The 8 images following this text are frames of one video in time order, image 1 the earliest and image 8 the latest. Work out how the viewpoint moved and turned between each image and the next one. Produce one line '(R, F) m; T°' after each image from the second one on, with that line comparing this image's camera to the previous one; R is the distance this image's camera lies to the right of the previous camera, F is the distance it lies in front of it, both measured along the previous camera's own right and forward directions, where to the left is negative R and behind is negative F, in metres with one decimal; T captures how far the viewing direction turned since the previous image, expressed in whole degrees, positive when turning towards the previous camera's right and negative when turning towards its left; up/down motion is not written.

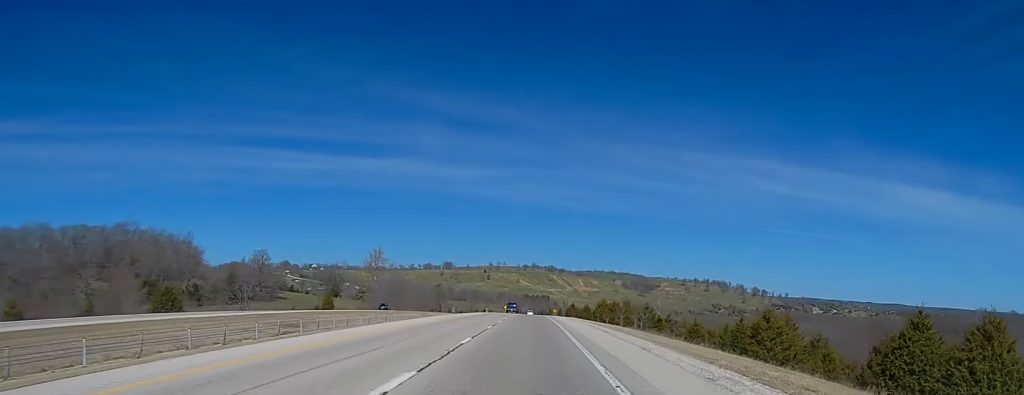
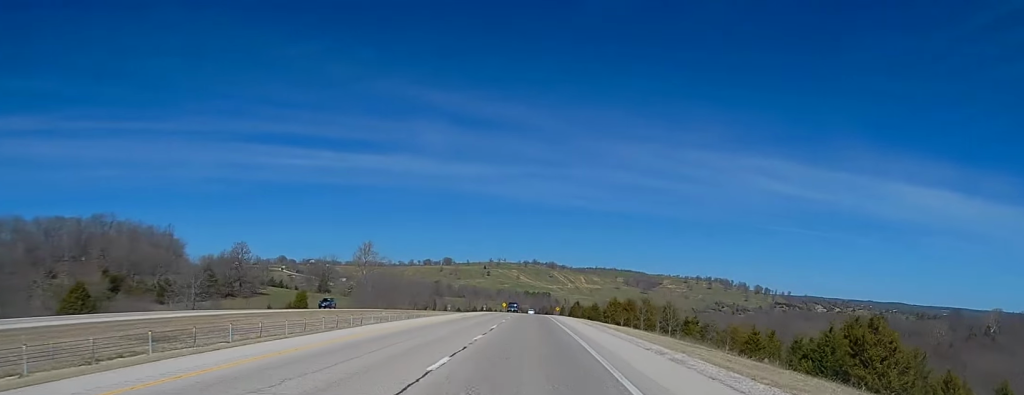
(0.0, +21.7) m; -1°
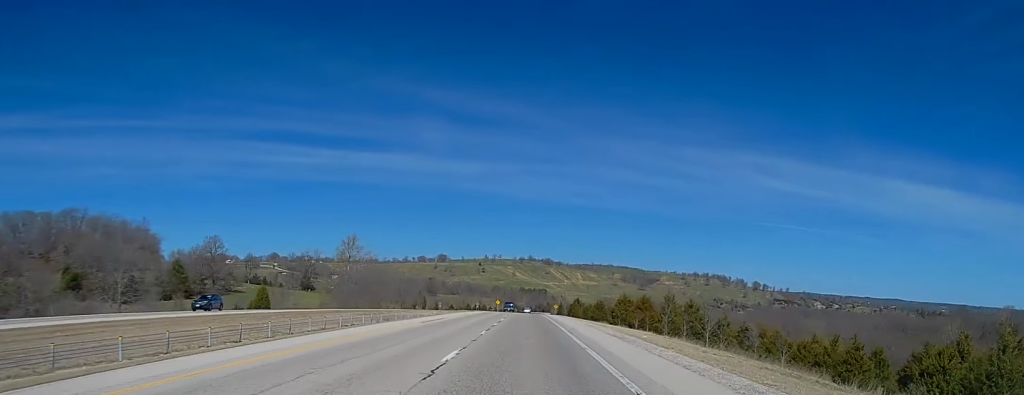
(0.0, +20.4) m; -1°
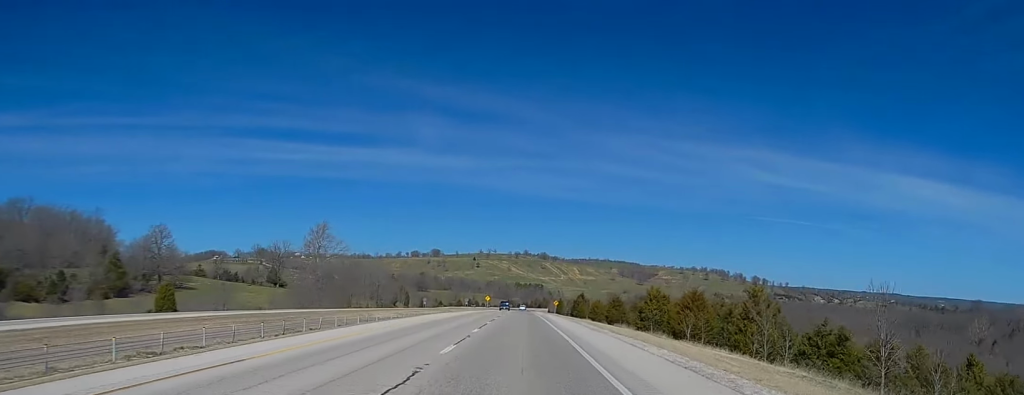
(-0.2, +35.6) m; +1°
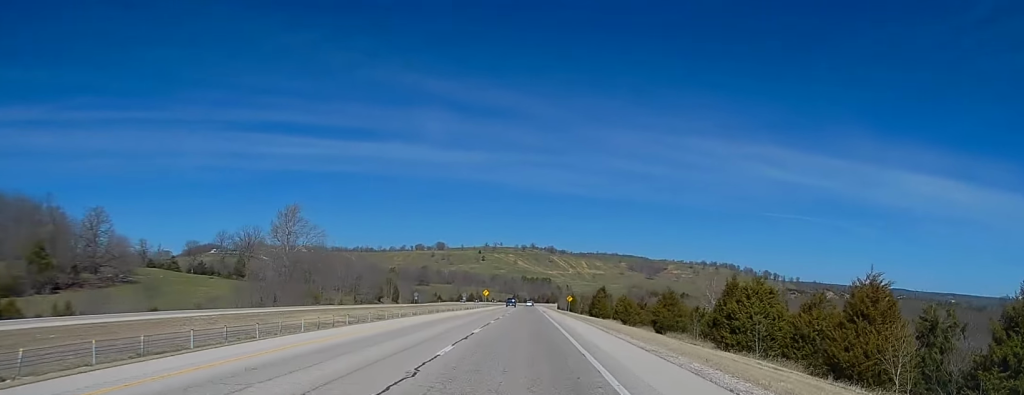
(+0.5, +37.8) m; -1°
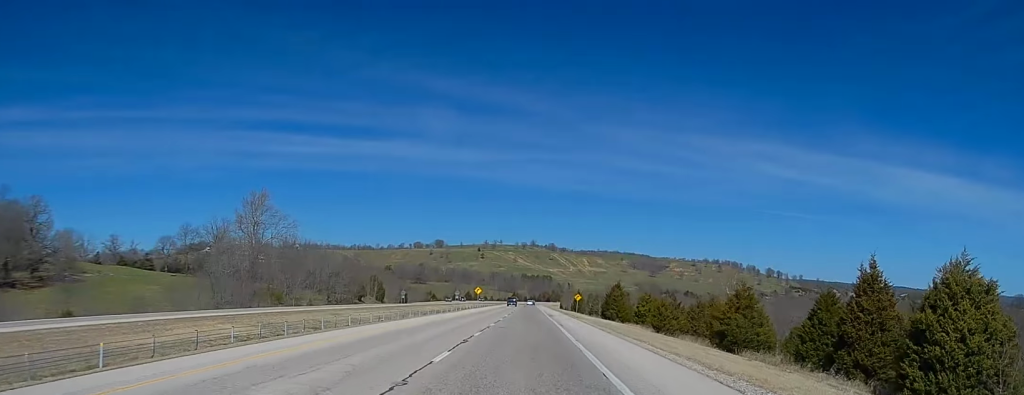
(-0.7, +26.2) m; 0°
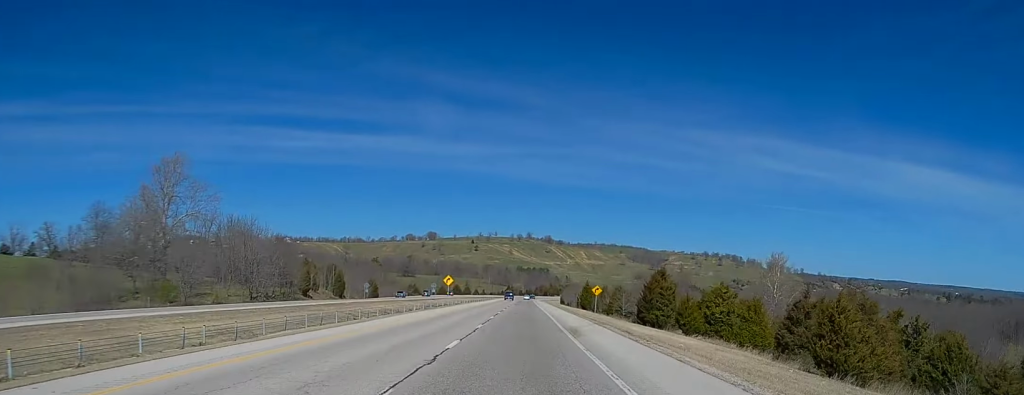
(+1.0, +45.3) m; +1°
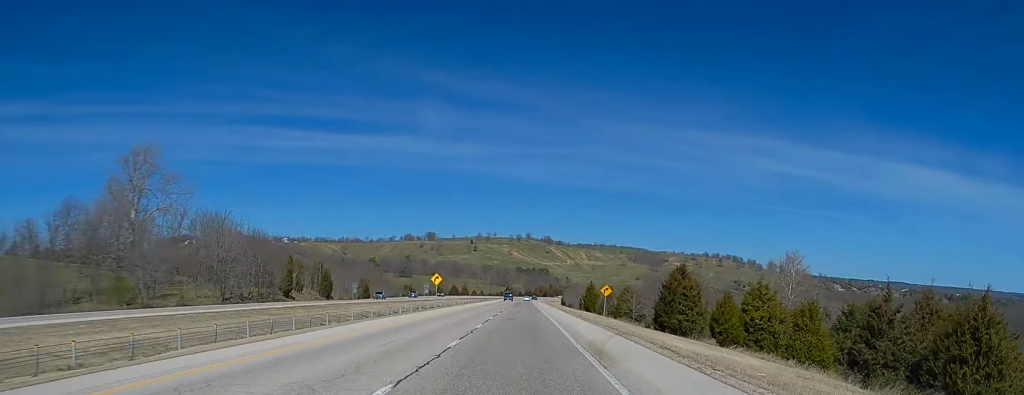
(+0.2, +11.6) m; -1°
